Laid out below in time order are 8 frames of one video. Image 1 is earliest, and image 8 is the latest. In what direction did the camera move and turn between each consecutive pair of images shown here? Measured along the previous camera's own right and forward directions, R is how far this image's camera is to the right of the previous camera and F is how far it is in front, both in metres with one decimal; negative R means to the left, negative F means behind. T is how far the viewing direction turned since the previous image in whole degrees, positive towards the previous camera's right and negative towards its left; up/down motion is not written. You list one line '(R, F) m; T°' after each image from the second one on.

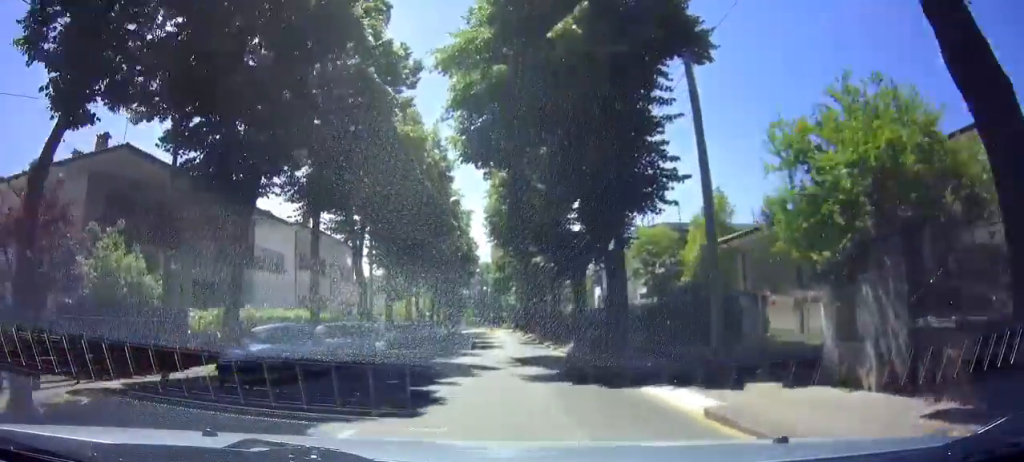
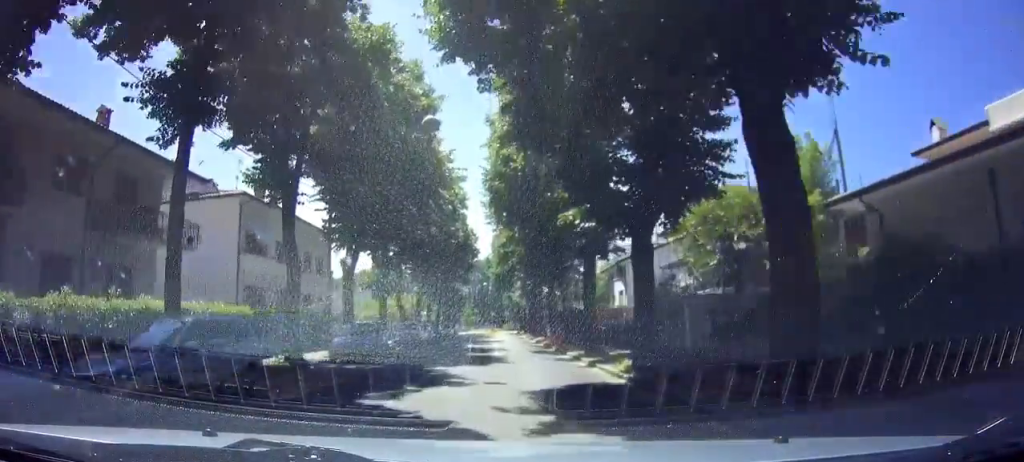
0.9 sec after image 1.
(+0.1, +9.6) m; +2°
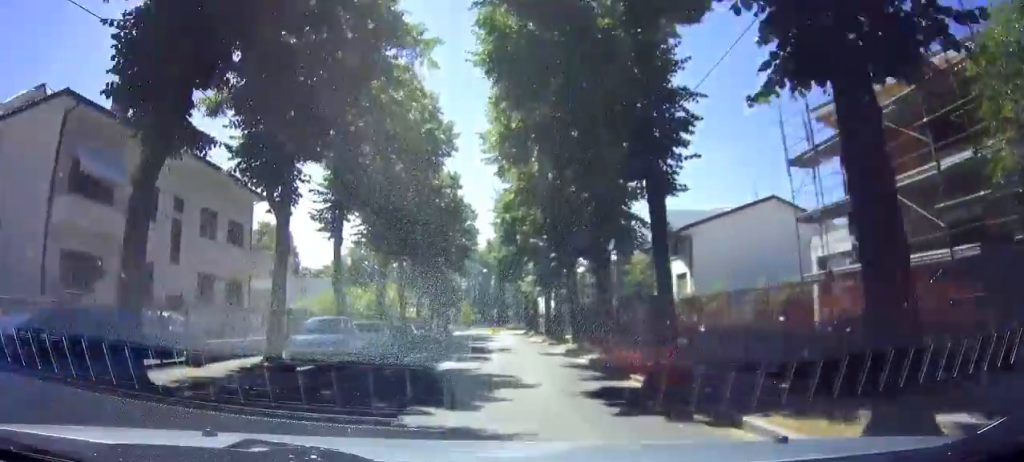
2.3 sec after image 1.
(-0.1, +15.6) m; -2°
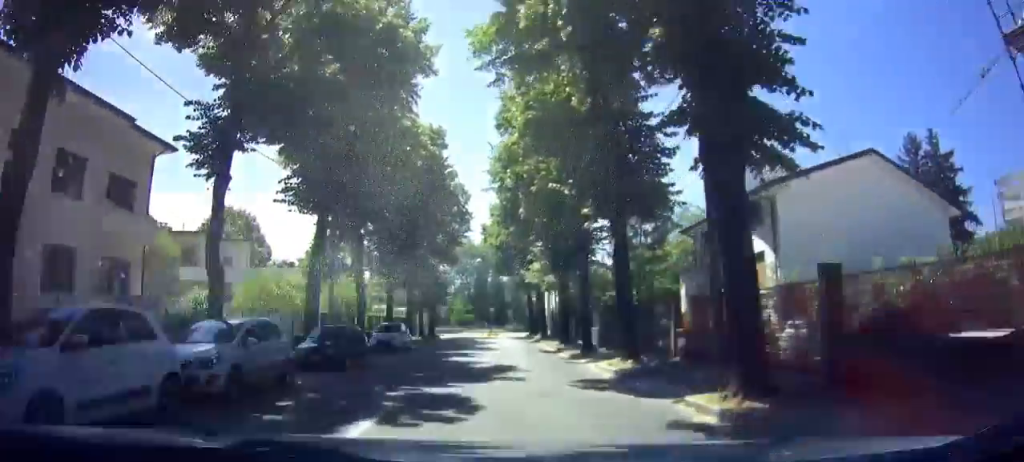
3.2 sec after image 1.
(-0.1, +10.2) m; 0°
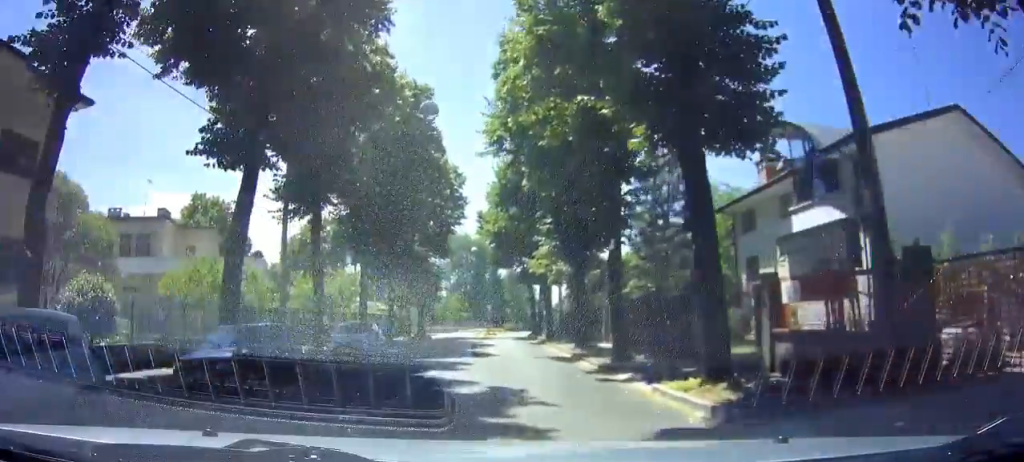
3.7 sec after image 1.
(+0.1, +6.0) m; 0°
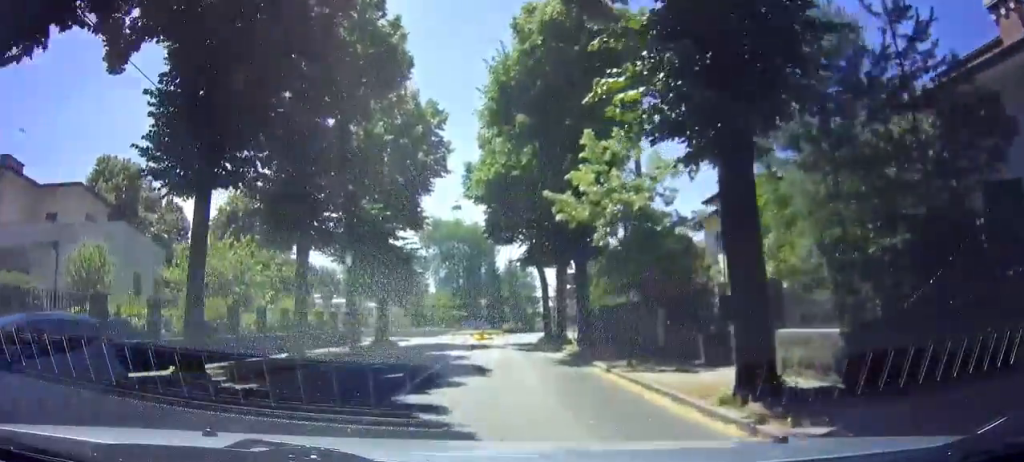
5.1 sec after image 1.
(-0.3, +15.3) m; -1°
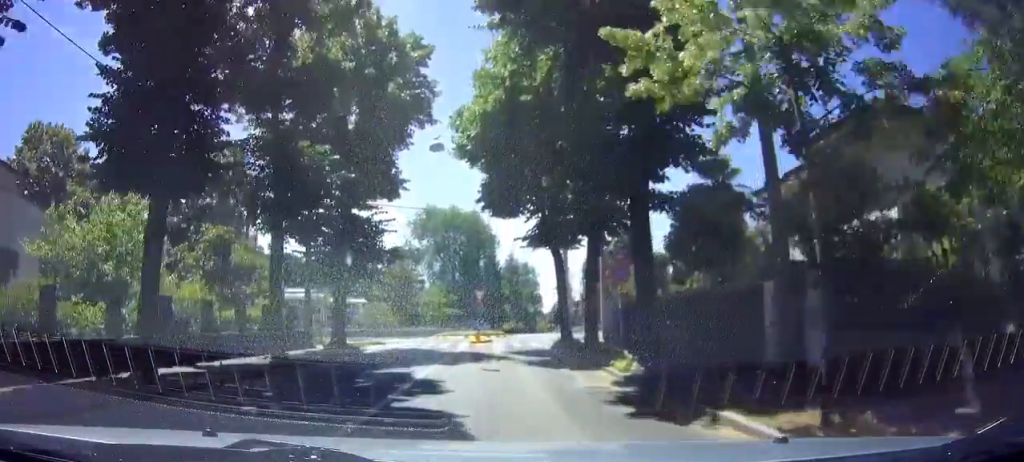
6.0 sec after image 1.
(+0.1, +9.0) m; +1°
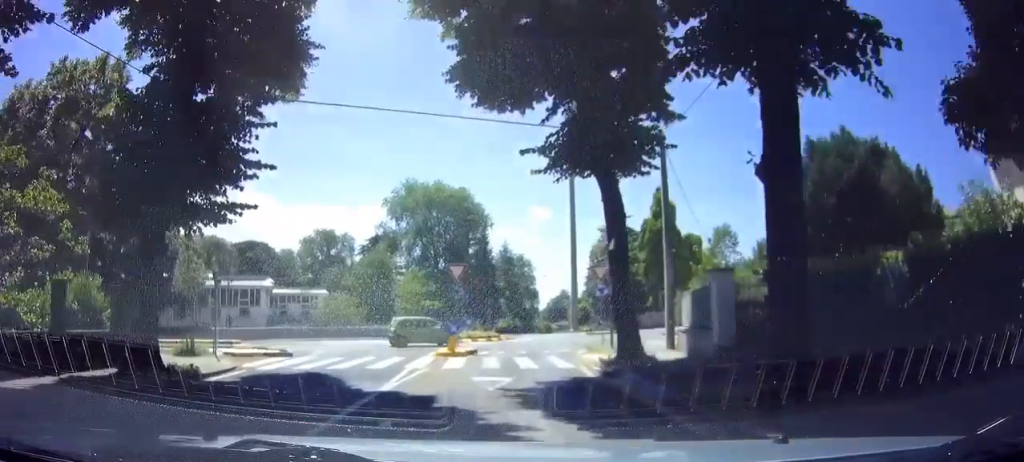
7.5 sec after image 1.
(+0.2, +13.6) m; 0°
